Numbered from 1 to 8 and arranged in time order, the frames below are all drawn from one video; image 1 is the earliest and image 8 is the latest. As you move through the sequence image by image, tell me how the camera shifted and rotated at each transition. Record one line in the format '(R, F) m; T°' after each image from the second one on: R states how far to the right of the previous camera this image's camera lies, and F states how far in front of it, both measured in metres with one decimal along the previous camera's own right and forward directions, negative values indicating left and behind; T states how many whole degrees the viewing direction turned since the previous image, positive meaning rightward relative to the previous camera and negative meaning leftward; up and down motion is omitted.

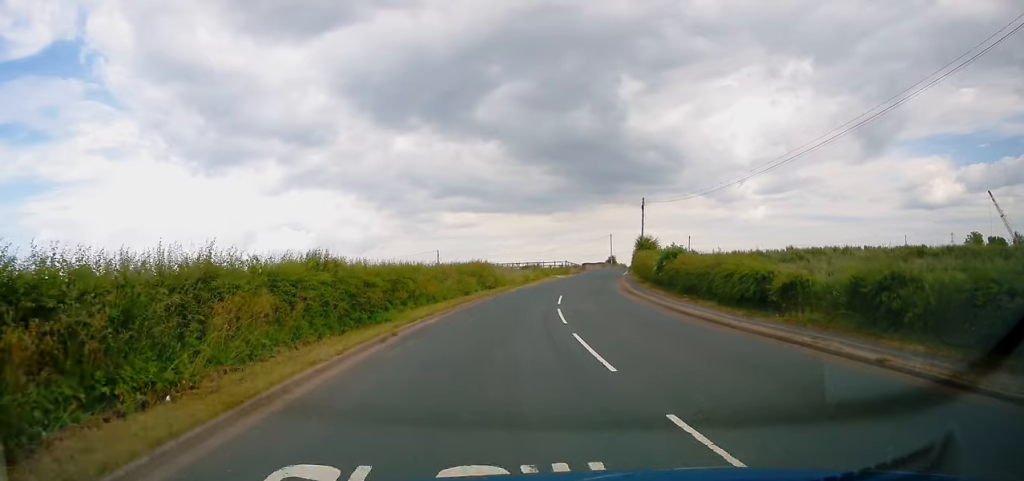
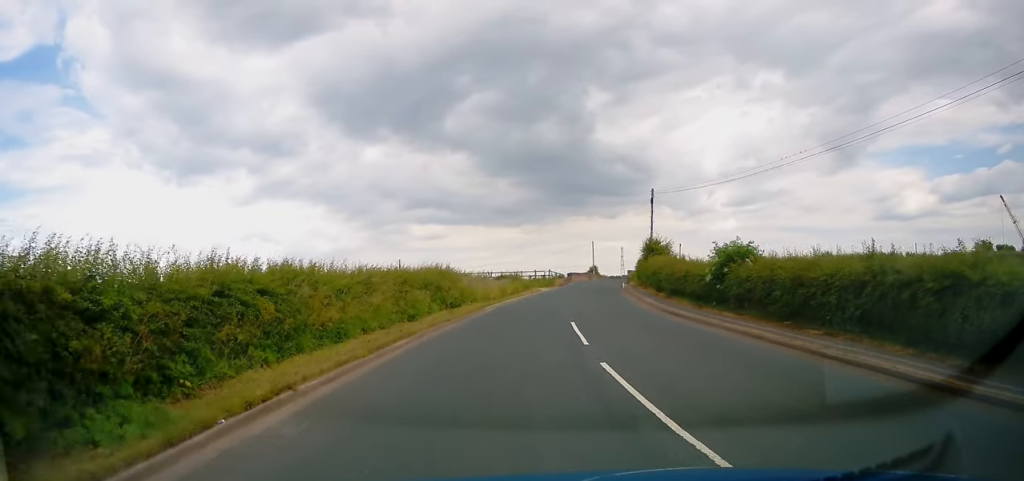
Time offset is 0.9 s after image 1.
(+0.3, +12.6) m; +4°
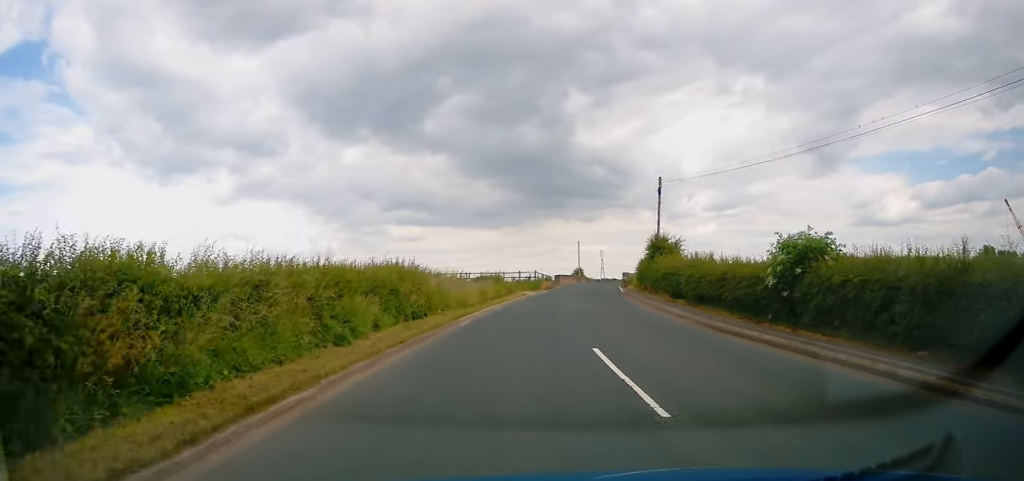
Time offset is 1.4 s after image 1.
(+0.3, +6.8) m; +3°
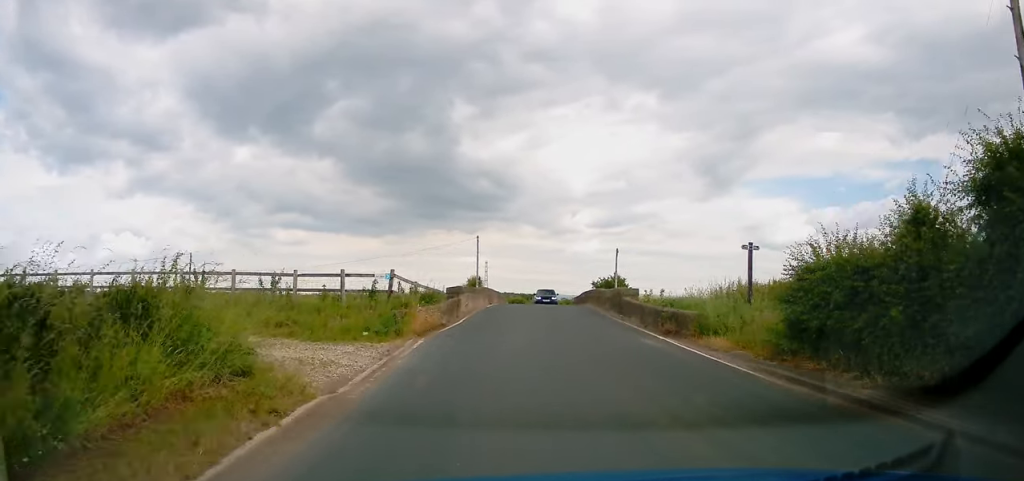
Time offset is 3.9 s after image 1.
(+2.5, +34.0) m; +9°
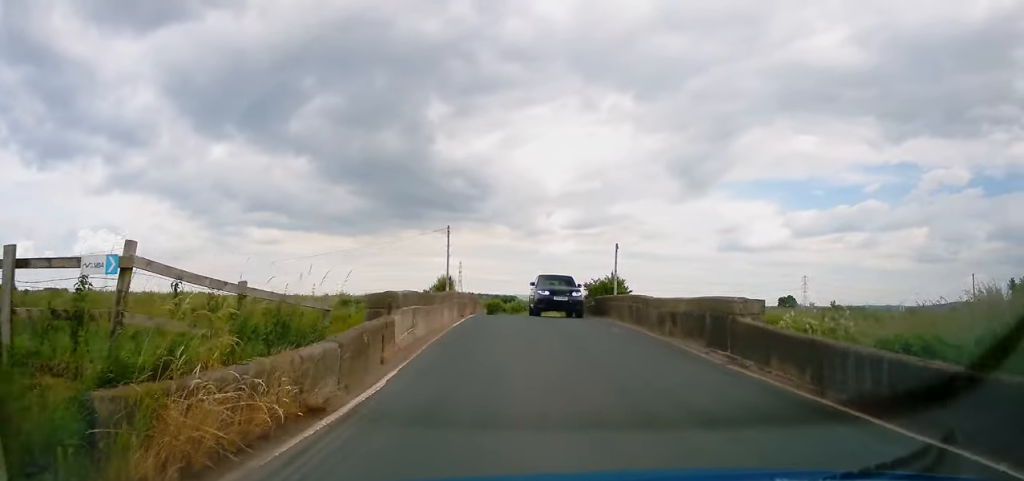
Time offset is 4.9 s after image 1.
(+0.9, +10.7) m; +5°
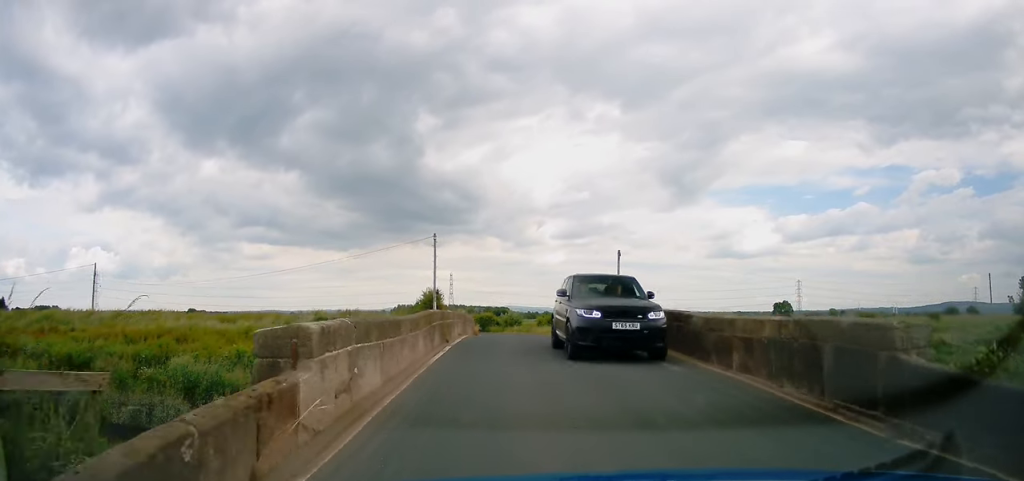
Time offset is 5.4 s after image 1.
(0.0, +4.5) m; 0°
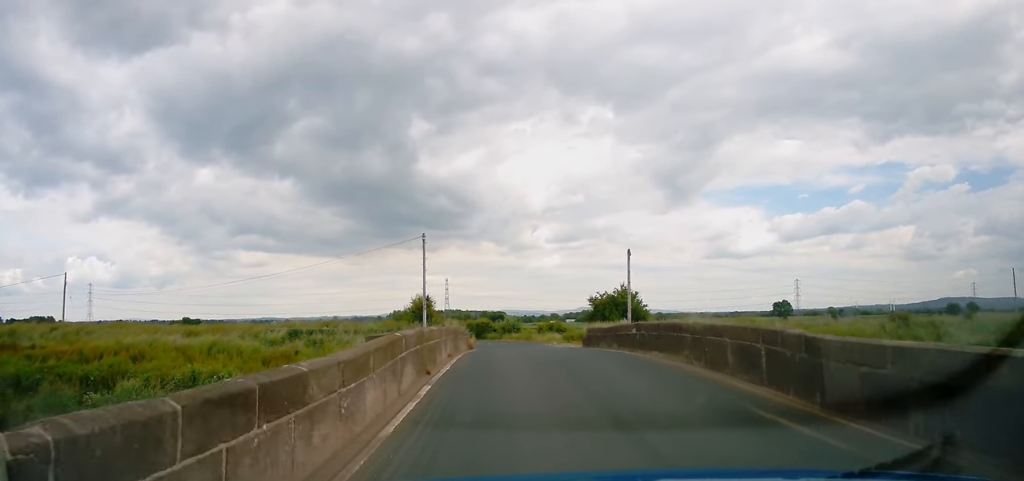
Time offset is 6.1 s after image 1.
(0.0, +5.3) m; 0°
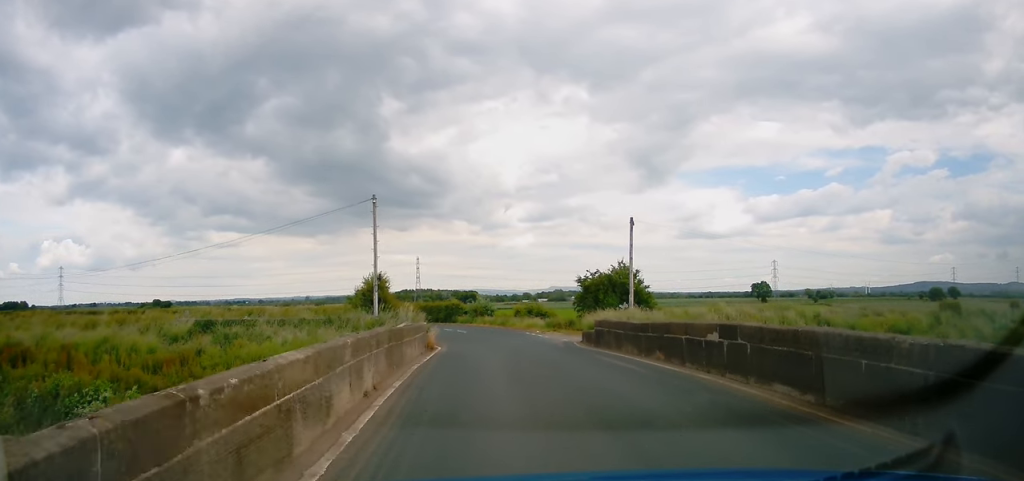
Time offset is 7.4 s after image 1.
(0.0, +9.0) m; 0°
